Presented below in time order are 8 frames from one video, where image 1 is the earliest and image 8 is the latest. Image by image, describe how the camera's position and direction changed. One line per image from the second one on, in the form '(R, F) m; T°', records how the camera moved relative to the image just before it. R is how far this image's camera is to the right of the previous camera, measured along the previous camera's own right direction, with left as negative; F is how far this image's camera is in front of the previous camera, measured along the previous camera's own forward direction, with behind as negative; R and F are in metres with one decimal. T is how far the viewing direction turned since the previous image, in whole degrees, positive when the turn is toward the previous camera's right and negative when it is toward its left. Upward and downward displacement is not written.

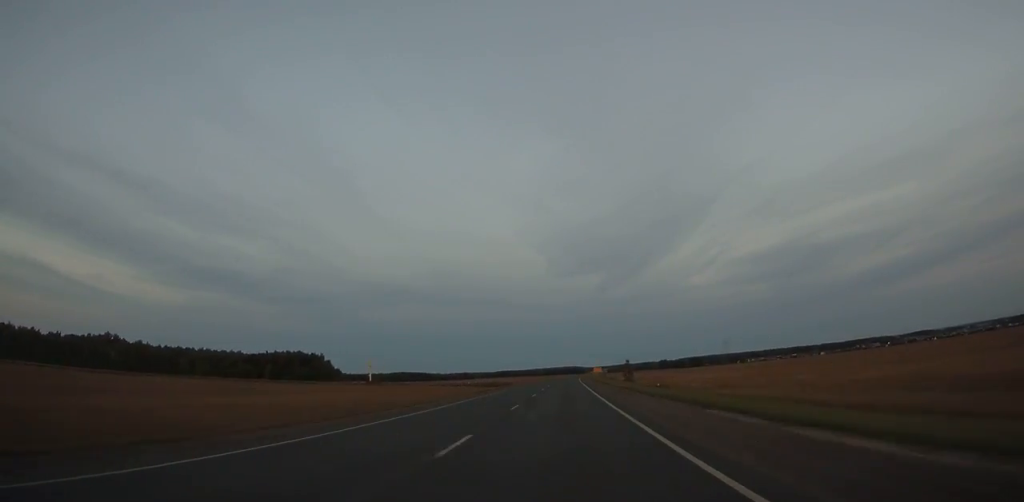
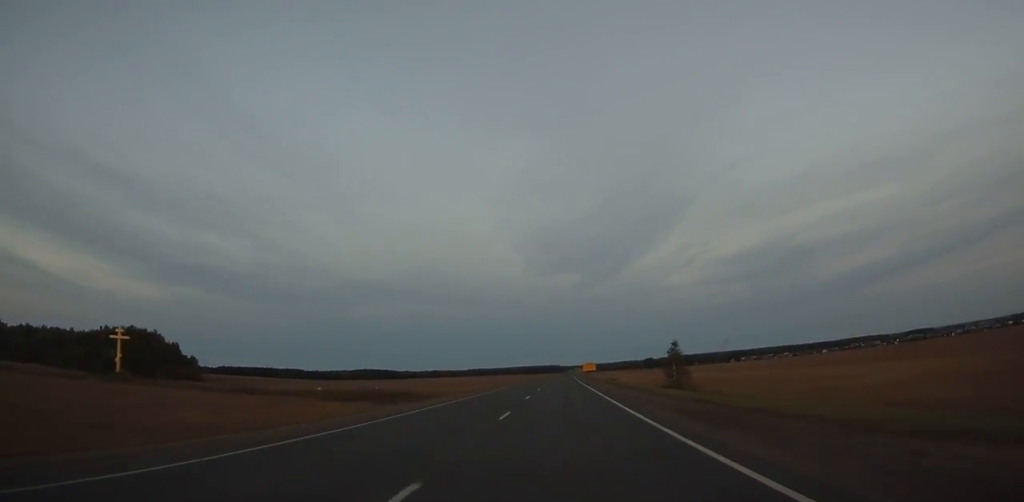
(+1.4, +110.6) m; +2°
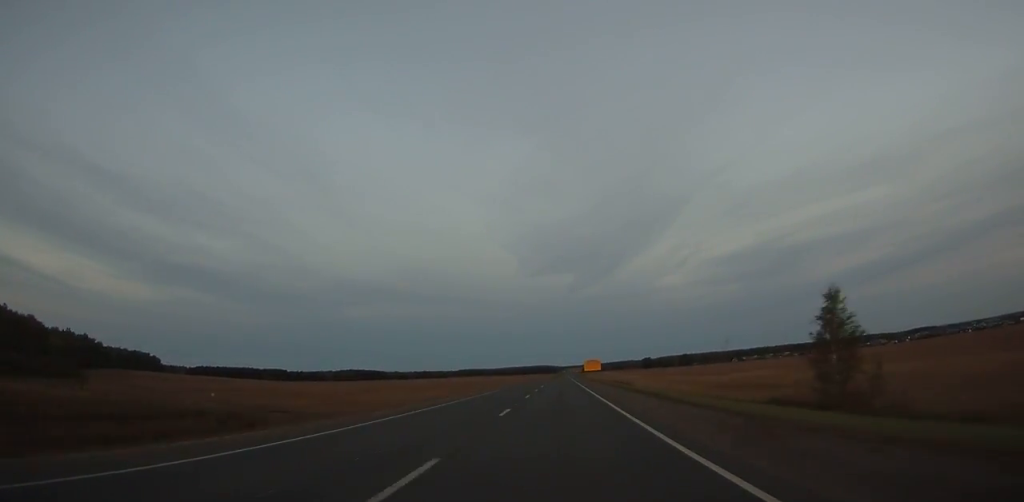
(+0.5, +57.3) m; +1°
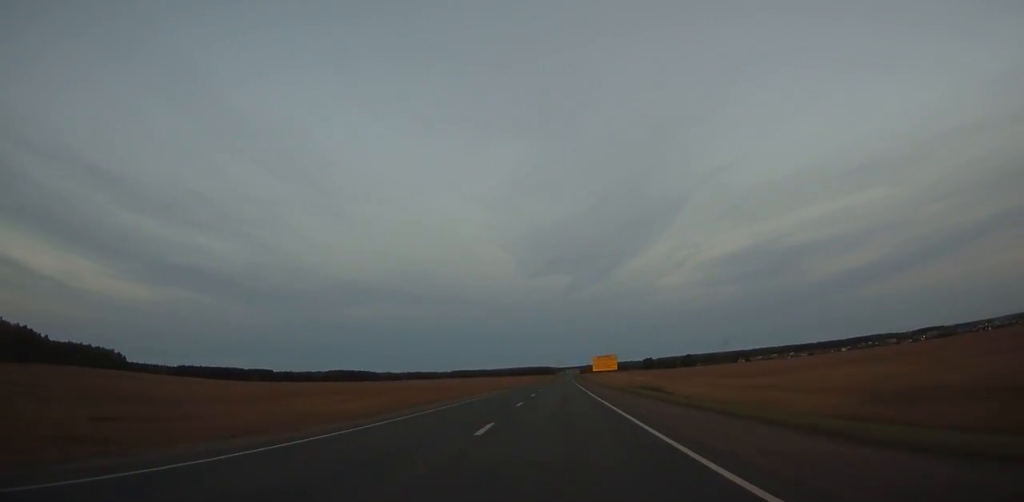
(+0.4, +53.8) m; 0°
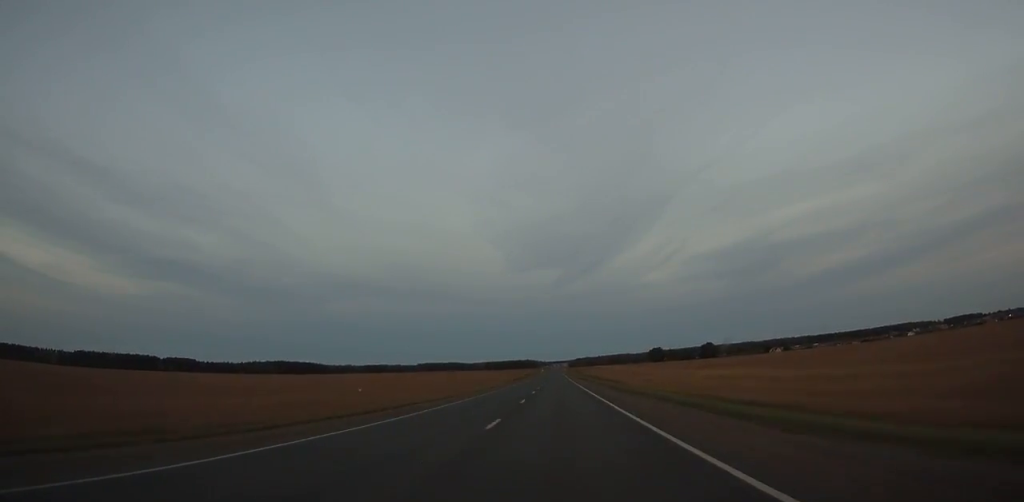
(+3.1, +239.5) m; +1°
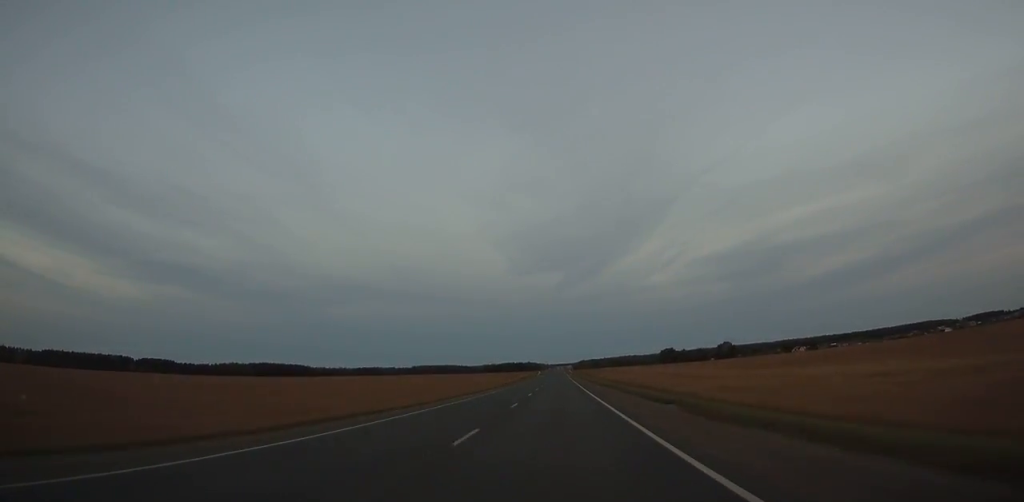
(-0.1, +75.0) m; 0°
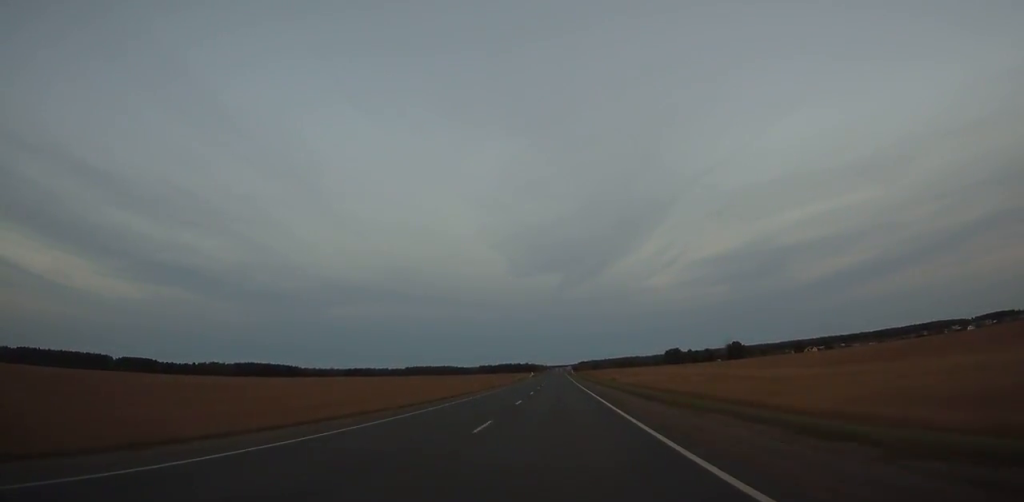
(0.0, +45.3) m; 0°
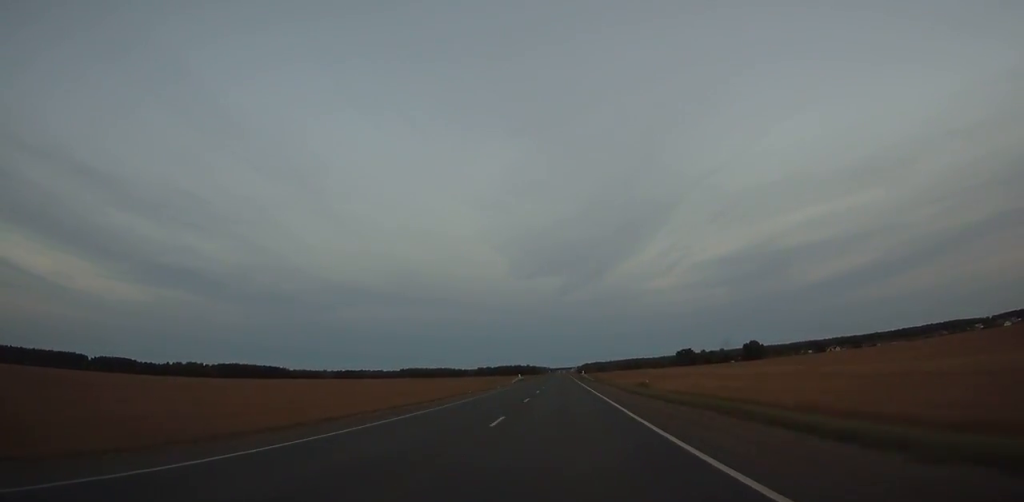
(-0.1, +57.9) m; 0°
